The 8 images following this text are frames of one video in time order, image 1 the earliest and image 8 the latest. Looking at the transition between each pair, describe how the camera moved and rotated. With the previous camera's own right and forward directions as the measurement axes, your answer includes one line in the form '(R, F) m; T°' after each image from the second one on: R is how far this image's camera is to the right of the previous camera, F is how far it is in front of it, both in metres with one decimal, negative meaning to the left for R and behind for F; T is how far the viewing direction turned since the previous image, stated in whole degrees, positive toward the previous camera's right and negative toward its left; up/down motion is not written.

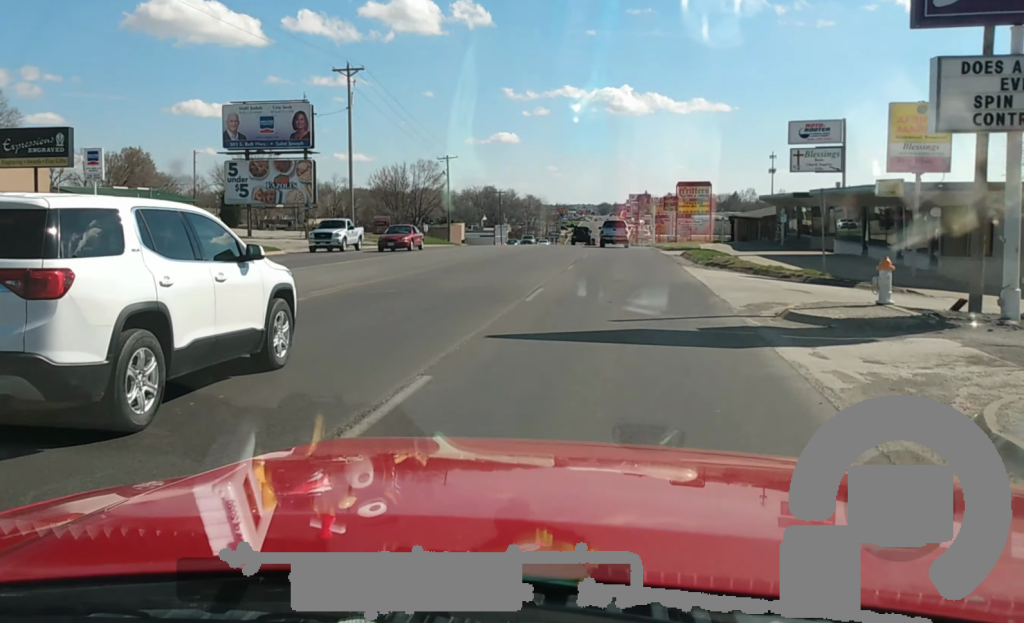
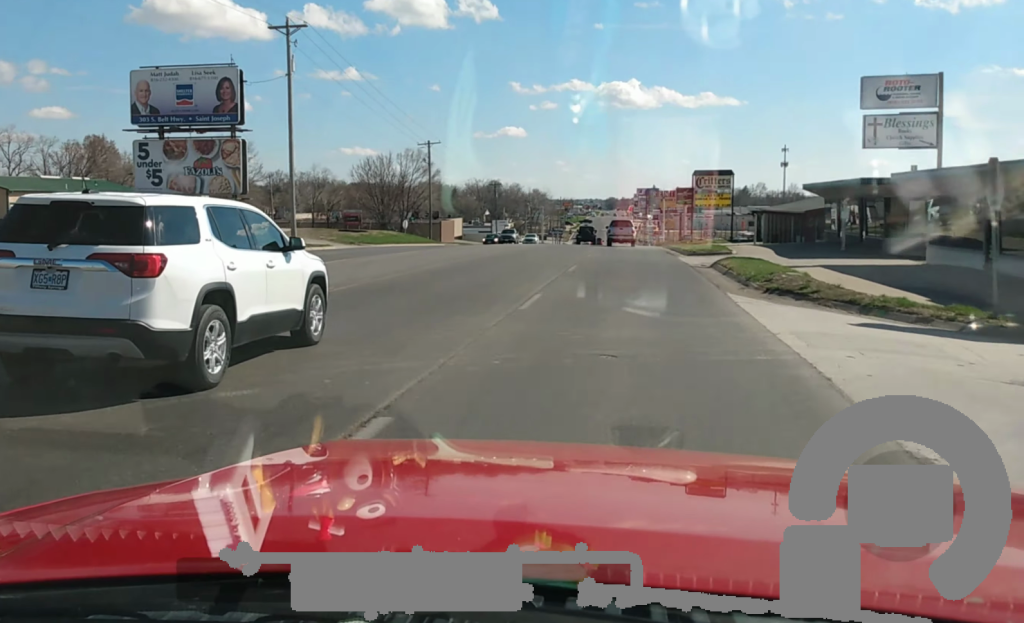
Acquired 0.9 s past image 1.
(0.0, +14.2) m; 0°
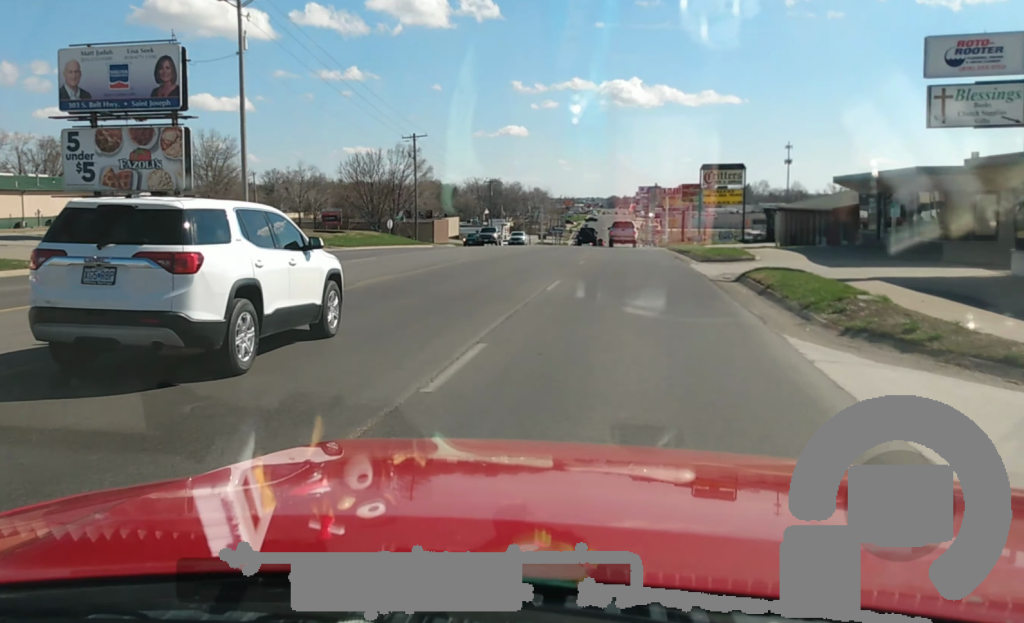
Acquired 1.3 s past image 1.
(0.0, +8.0) m; 0°
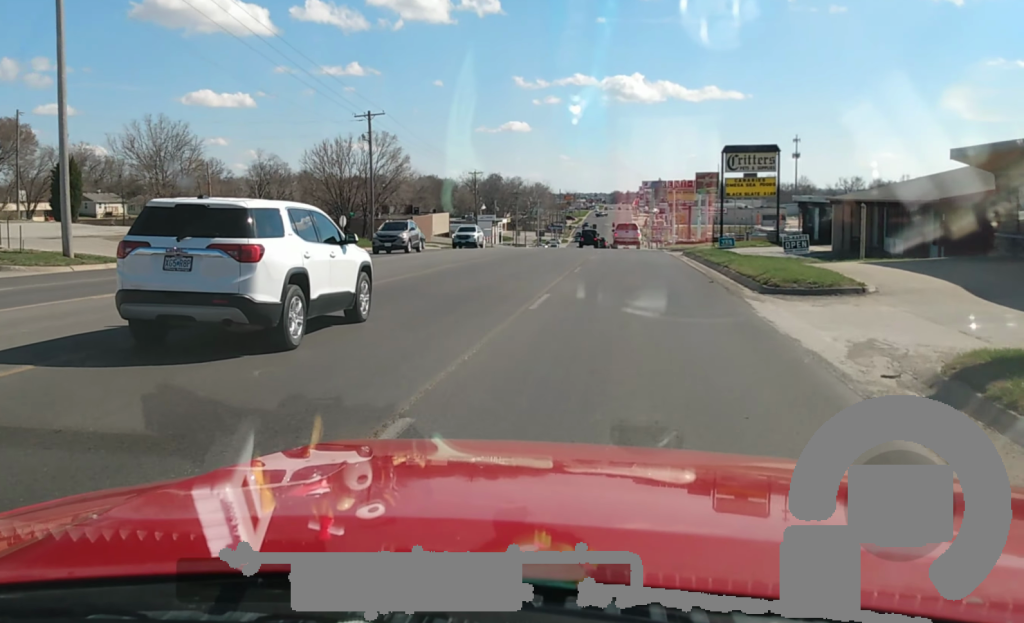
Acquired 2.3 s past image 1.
(-0.1, +16.5) m; 0°
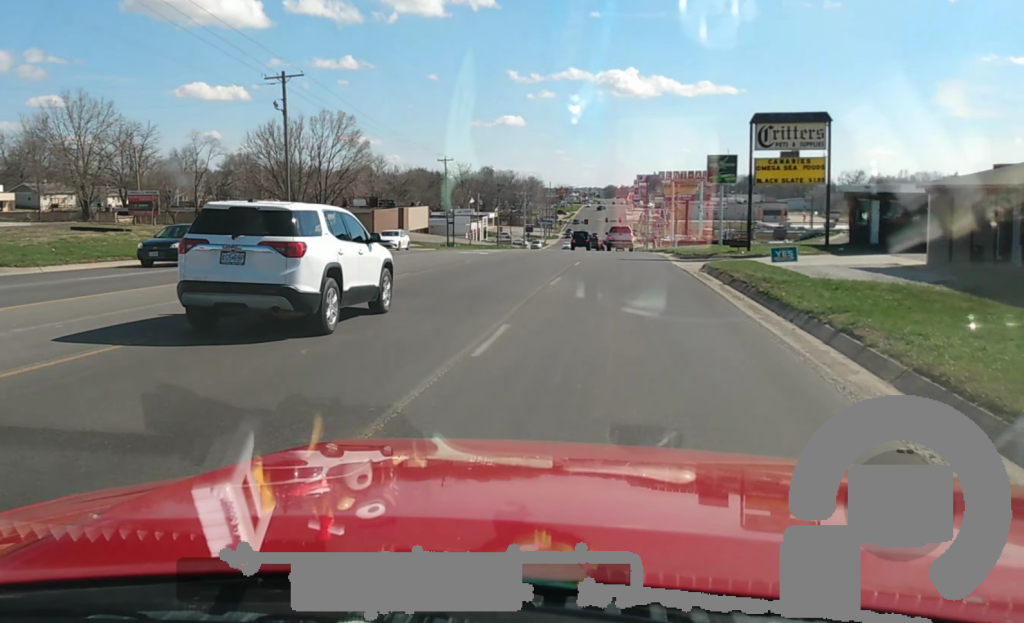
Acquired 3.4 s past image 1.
(+0.1, +17.6) m; 0°
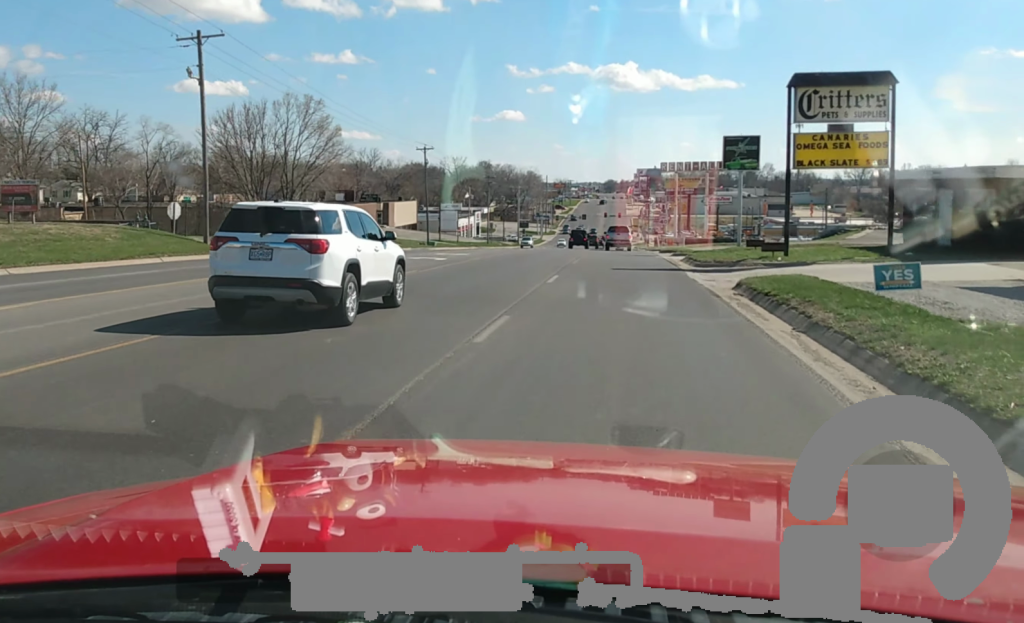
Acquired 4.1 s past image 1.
(0.0, +11.4) m; 0°
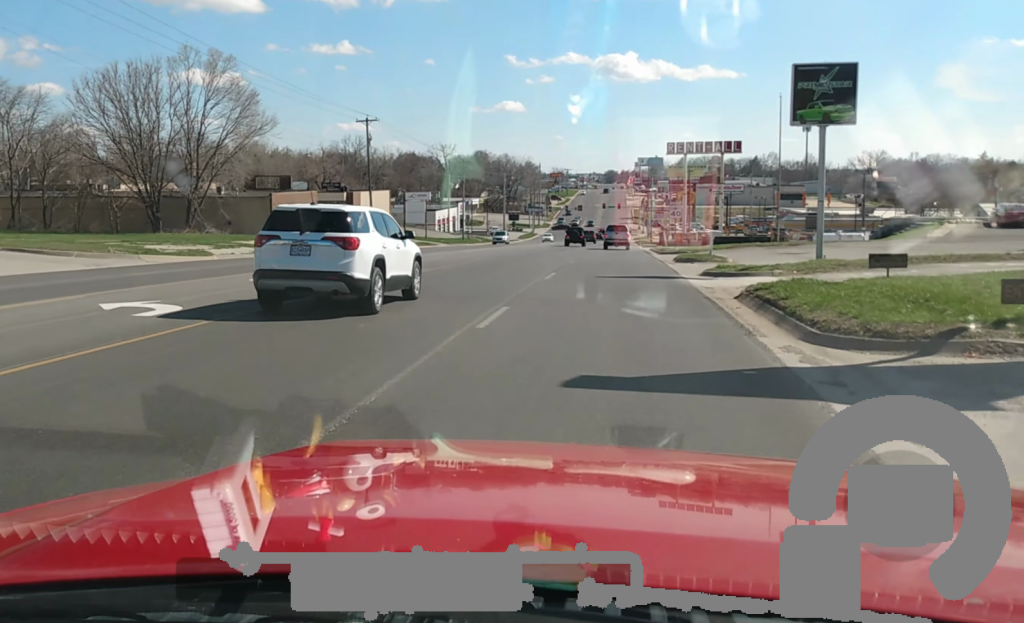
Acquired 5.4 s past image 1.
(0.0, +22.1) m; 0°
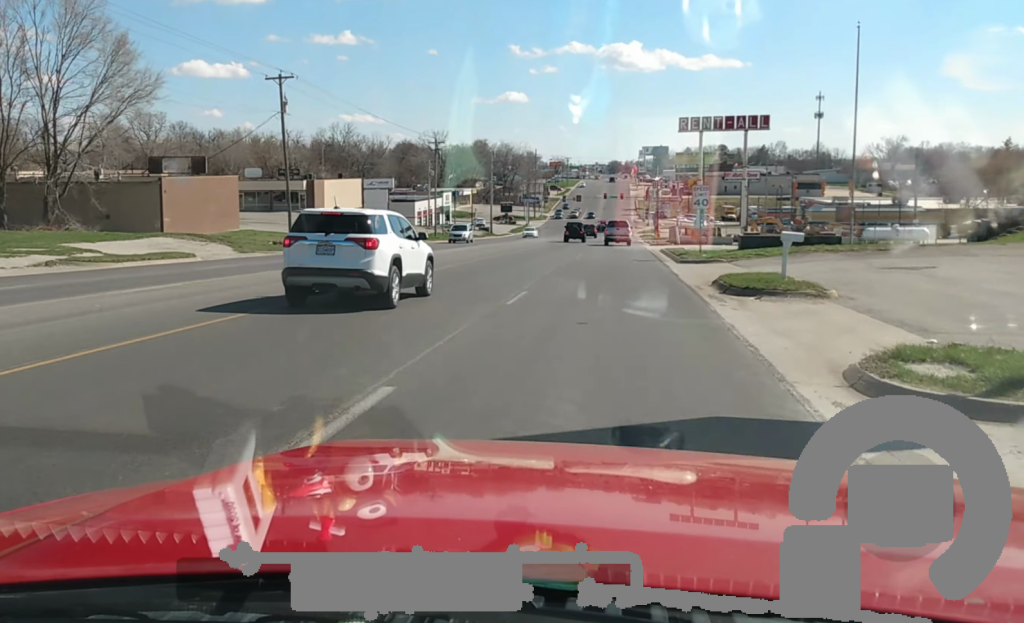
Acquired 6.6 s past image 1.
(+0.1, +19.7) m; +1°
